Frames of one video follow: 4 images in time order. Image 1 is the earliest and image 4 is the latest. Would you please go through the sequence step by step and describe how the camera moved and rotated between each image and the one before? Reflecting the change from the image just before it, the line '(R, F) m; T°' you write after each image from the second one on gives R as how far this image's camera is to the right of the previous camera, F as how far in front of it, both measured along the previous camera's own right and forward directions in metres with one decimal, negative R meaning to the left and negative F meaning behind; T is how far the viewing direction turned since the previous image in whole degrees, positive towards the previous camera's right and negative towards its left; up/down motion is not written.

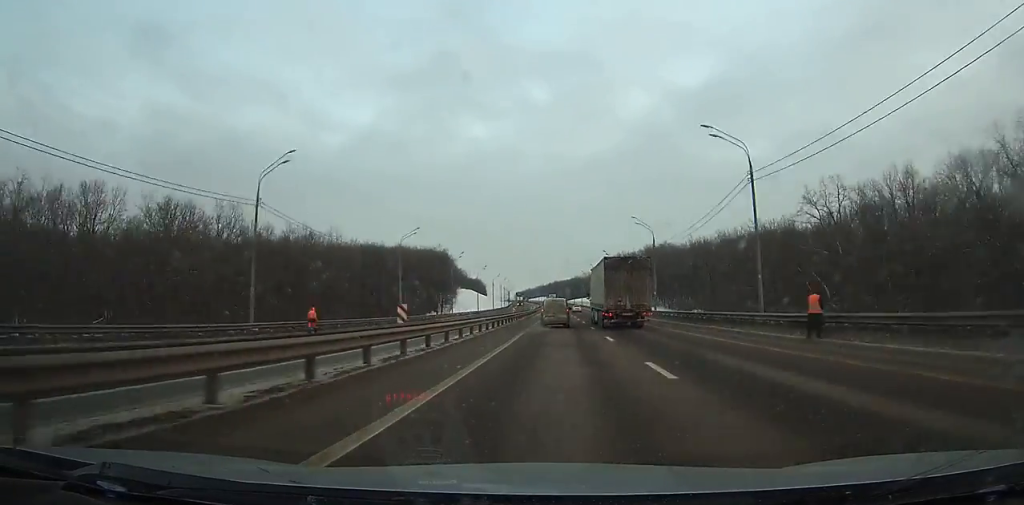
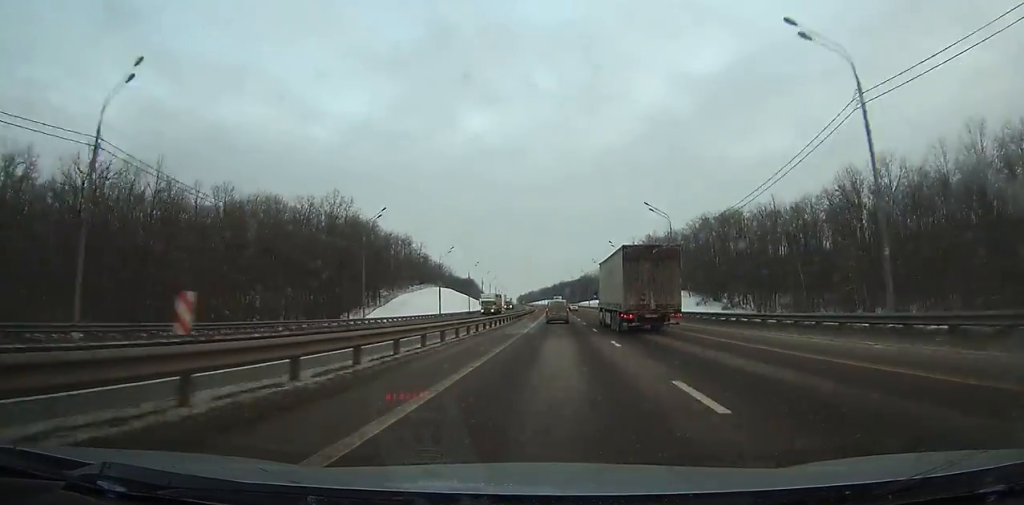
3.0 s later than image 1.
(-0.7, +84.8) m; -1°
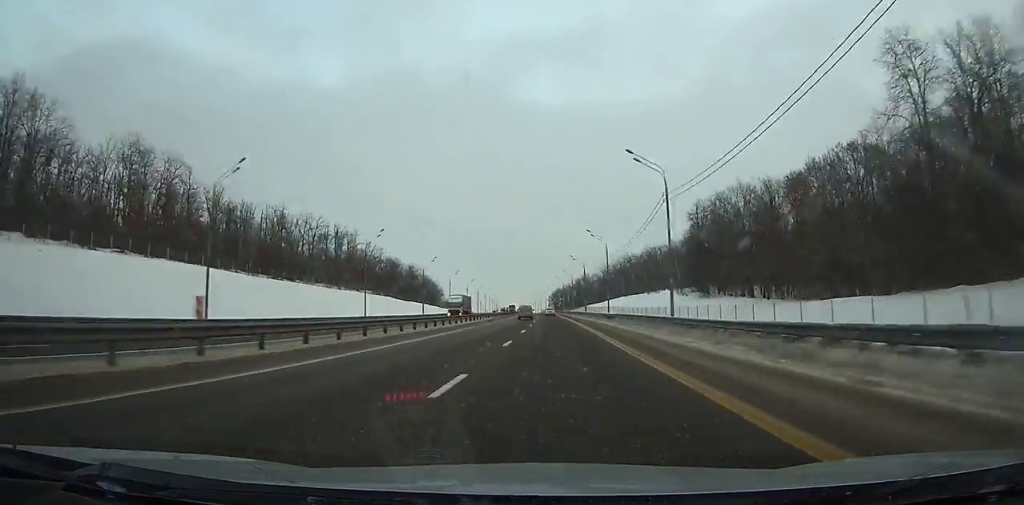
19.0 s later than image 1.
(-23.3, +484.2) m; -6°
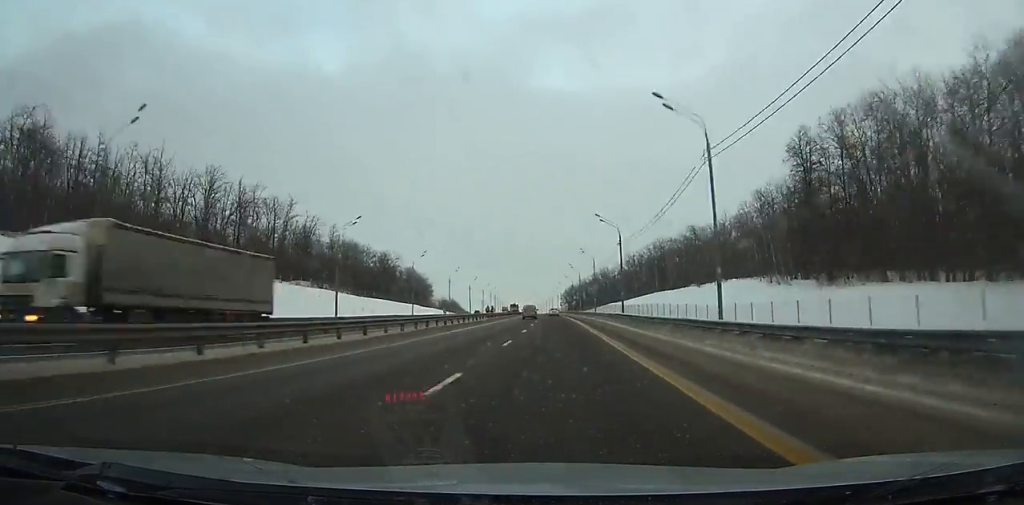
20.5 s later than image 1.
(-0.7, +46.1) m; -1°
